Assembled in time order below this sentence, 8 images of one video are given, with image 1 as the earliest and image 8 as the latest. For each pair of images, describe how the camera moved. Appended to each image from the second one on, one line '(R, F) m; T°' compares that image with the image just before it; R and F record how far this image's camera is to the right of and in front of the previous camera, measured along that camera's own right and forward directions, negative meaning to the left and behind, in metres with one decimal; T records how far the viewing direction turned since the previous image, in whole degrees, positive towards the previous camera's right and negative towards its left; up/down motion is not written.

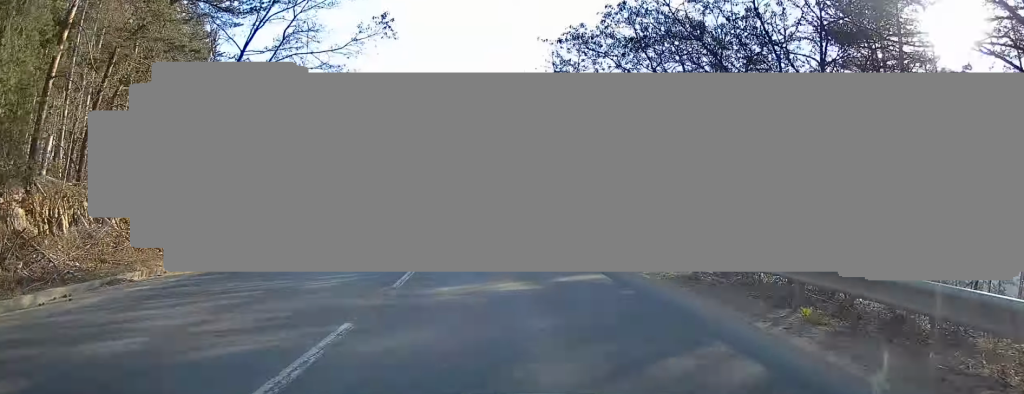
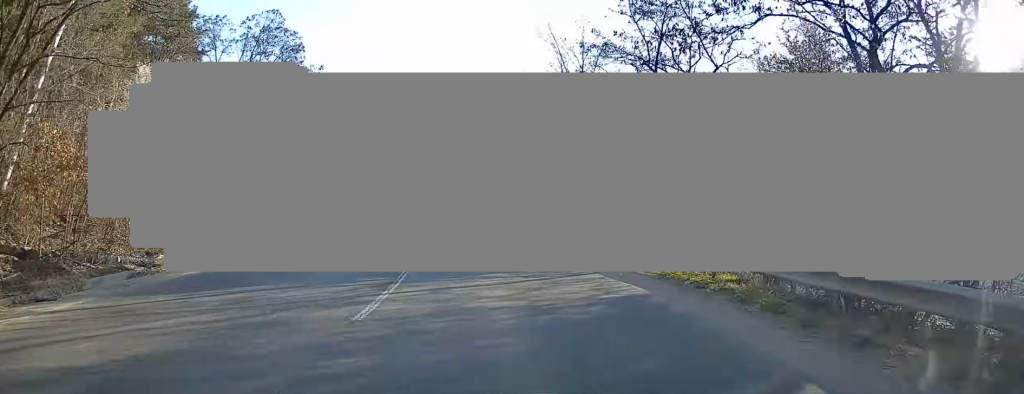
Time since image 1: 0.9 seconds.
(-0.2, +11.7) m; -4°
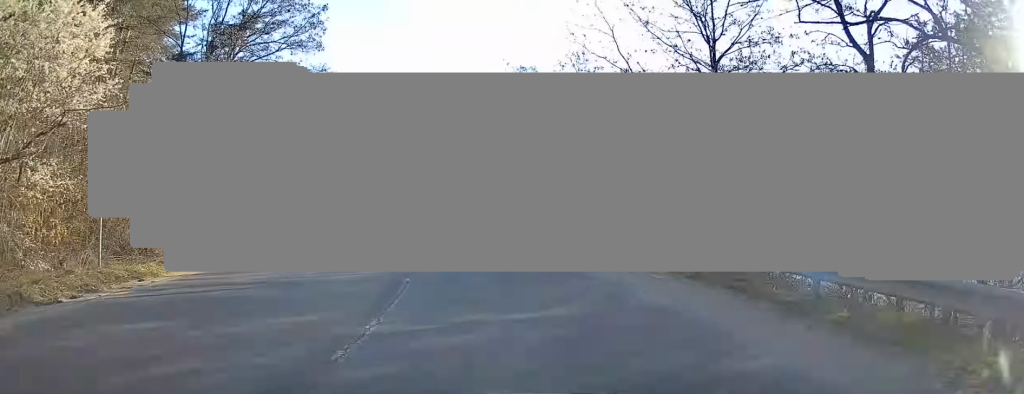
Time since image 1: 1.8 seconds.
(-0.3, +10.8) m; -6°
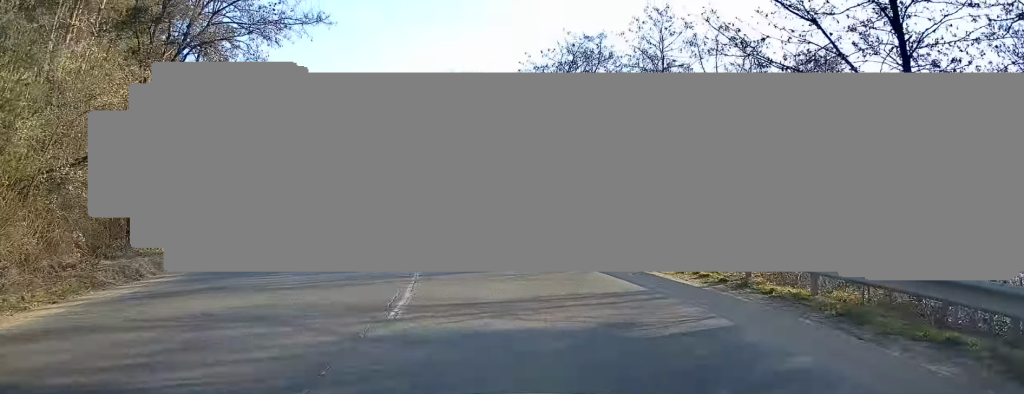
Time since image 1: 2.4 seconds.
(-0.6, +7.1) m; -6°
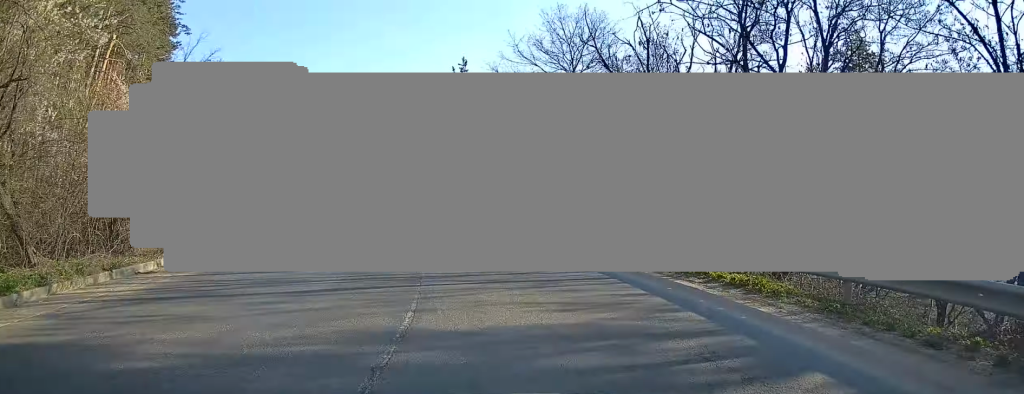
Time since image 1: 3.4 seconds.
(-1.2, +13.6) m; -11°
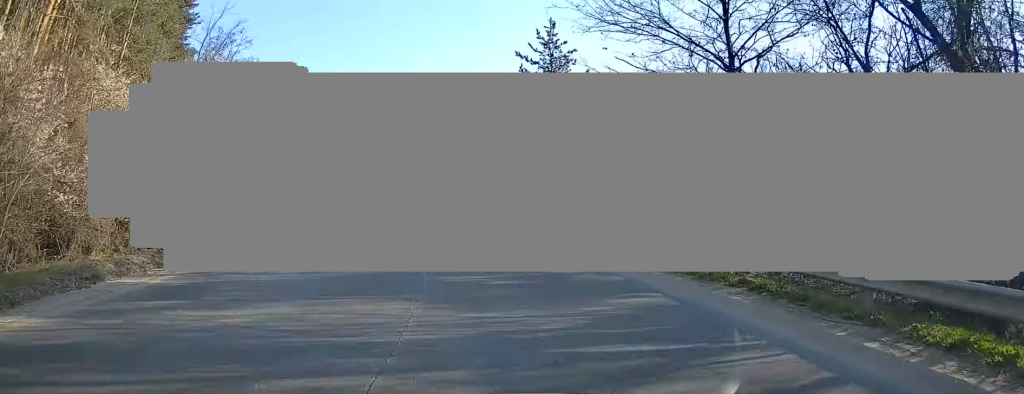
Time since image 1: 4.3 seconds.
(-0.8, +10.8) m; -8°
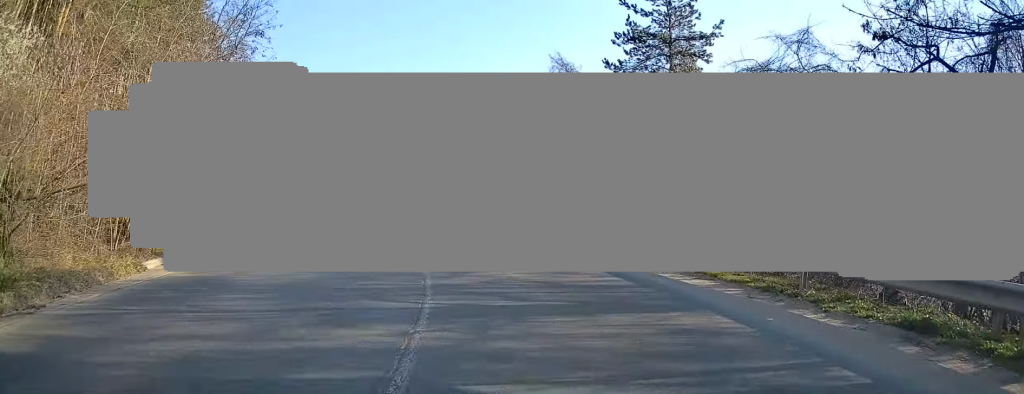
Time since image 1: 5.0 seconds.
(-0.5, +9.5) m; -7°
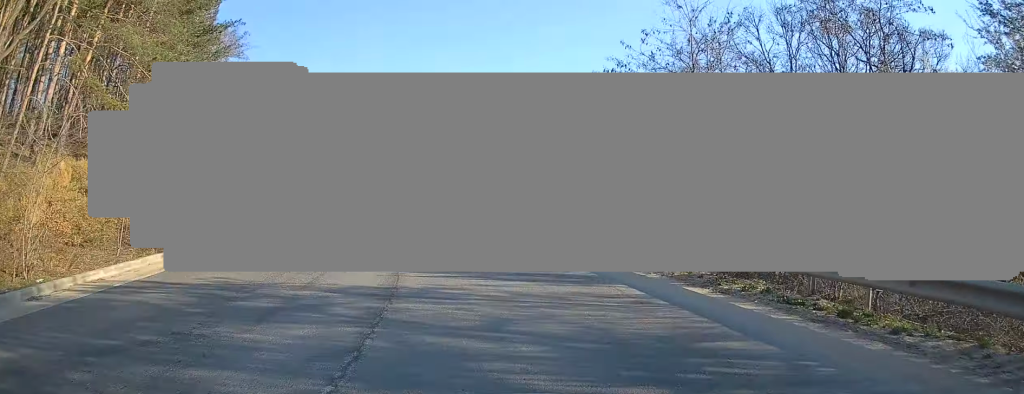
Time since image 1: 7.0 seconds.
(-4.3, +24.5) m; -22°
